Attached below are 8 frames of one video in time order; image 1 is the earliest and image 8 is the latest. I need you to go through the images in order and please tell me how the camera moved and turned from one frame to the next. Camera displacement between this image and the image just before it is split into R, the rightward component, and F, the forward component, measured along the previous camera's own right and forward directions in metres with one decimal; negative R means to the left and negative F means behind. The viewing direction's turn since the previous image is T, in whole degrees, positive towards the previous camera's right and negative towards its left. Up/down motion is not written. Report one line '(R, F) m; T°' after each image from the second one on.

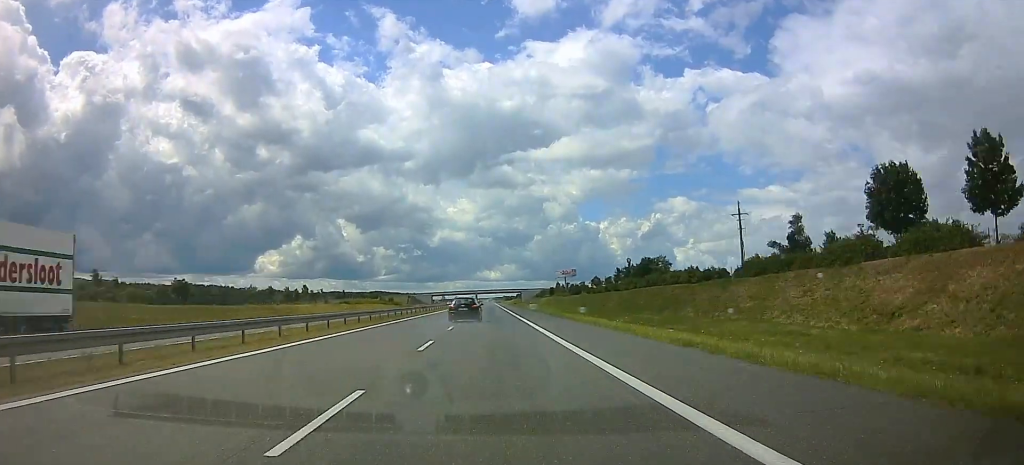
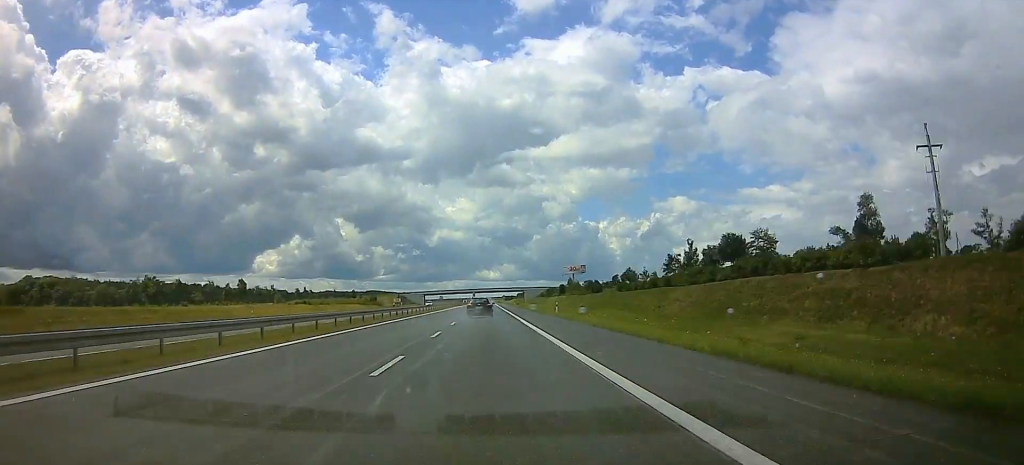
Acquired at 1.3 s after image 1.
(-0.1, +42.6) m; 0°
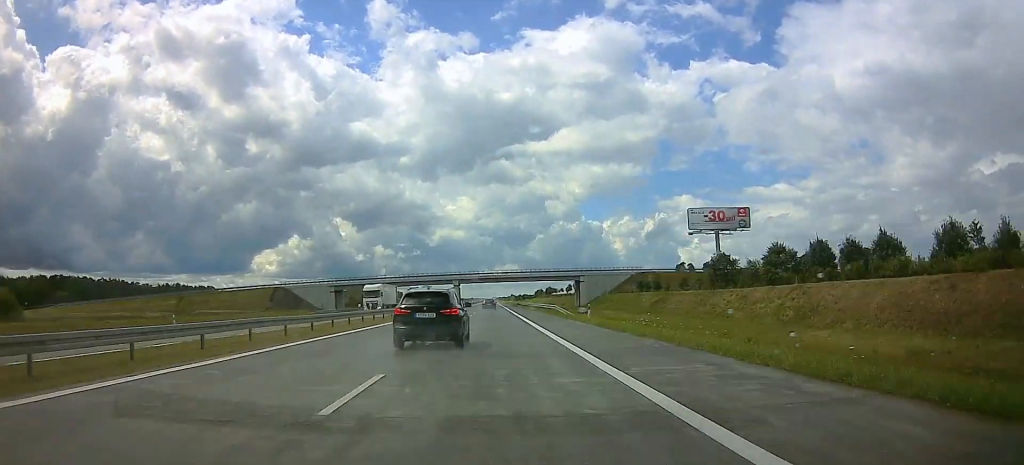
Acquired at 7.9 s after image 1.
(+0.2, +216.5) m; 0°
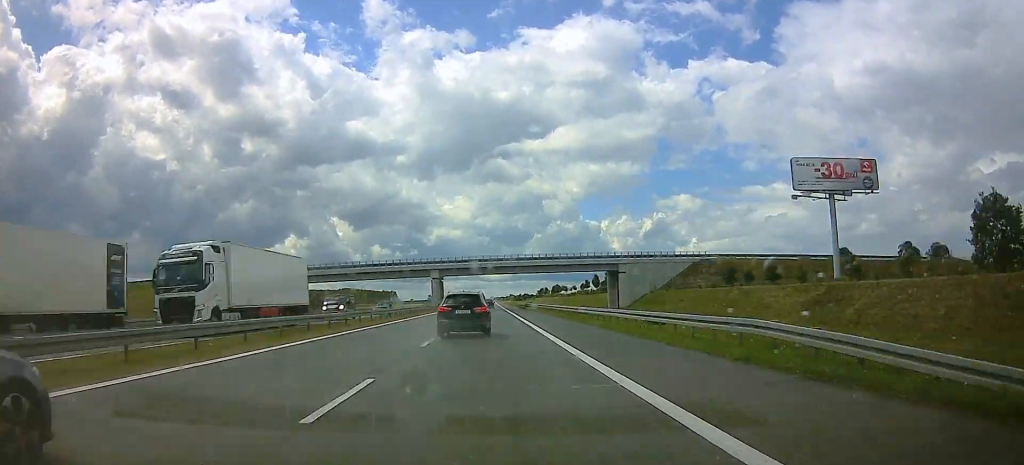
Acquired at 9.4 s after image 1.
(0.0, +49.2) m; 0°
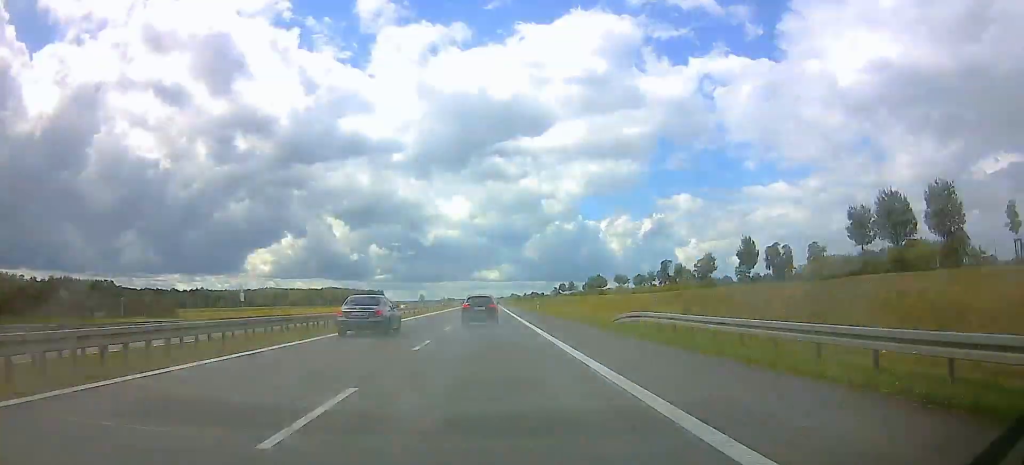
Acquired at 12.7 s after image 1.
(0.0, +108.2) m; 0°
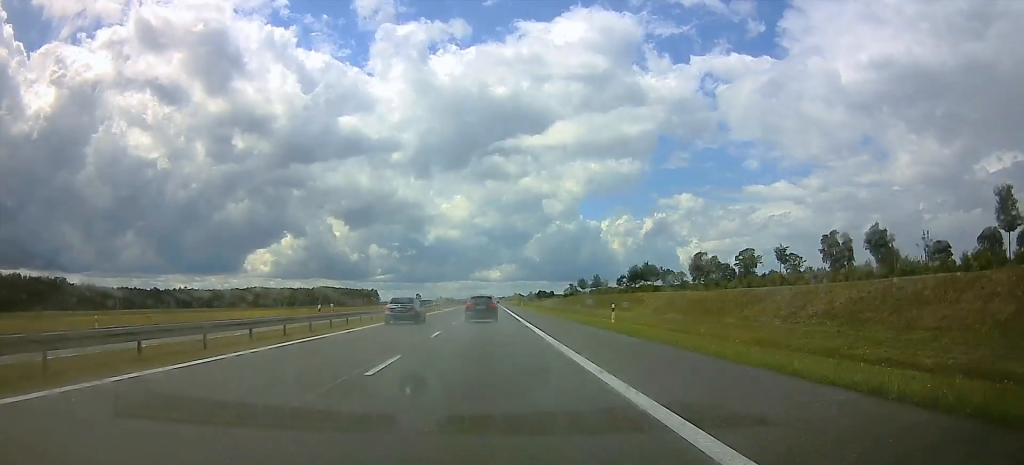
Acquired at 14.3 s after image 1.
(0.0, +52.4) m; 0°
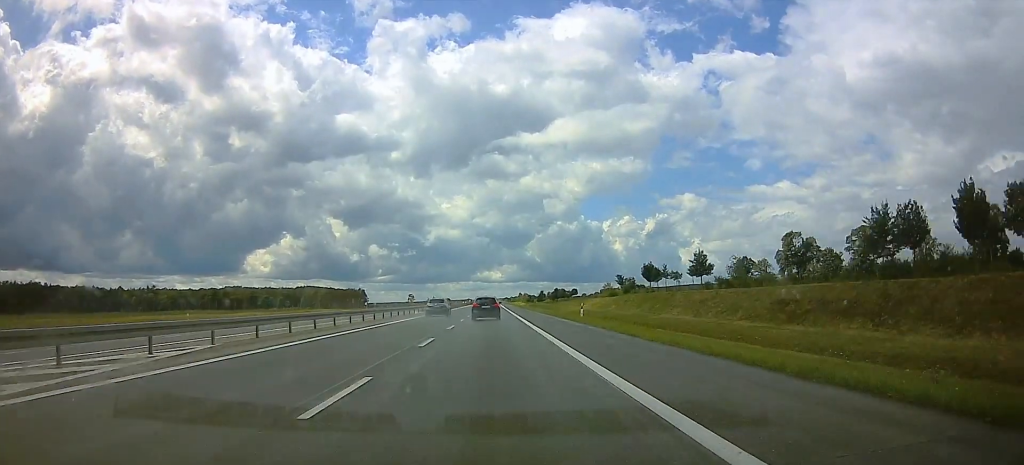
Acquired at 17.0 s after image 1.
(-0.1, +88.4) m; 0°
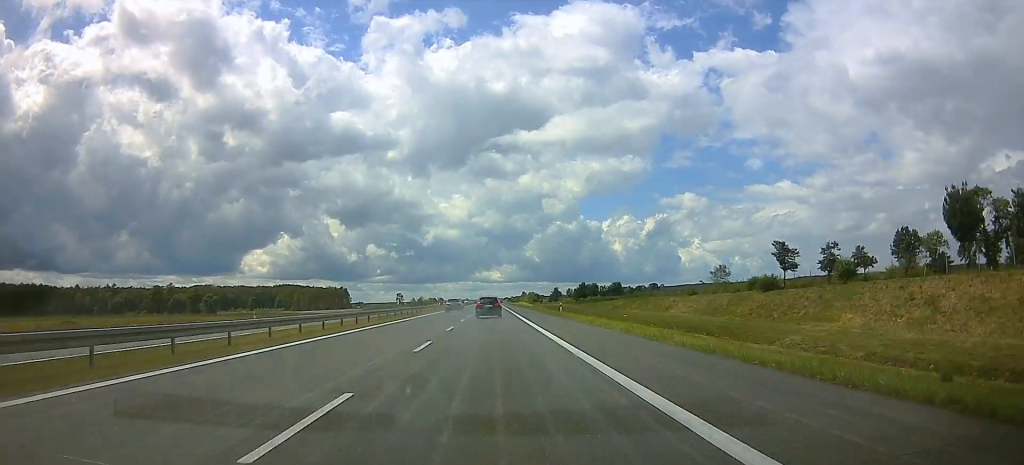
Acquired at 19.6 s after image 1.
(-0.1, +85.1) m; 0°
